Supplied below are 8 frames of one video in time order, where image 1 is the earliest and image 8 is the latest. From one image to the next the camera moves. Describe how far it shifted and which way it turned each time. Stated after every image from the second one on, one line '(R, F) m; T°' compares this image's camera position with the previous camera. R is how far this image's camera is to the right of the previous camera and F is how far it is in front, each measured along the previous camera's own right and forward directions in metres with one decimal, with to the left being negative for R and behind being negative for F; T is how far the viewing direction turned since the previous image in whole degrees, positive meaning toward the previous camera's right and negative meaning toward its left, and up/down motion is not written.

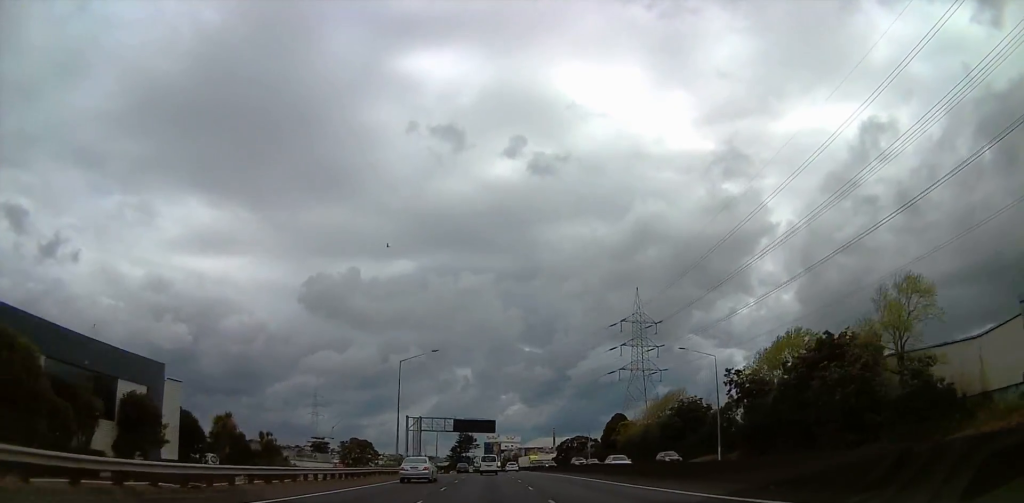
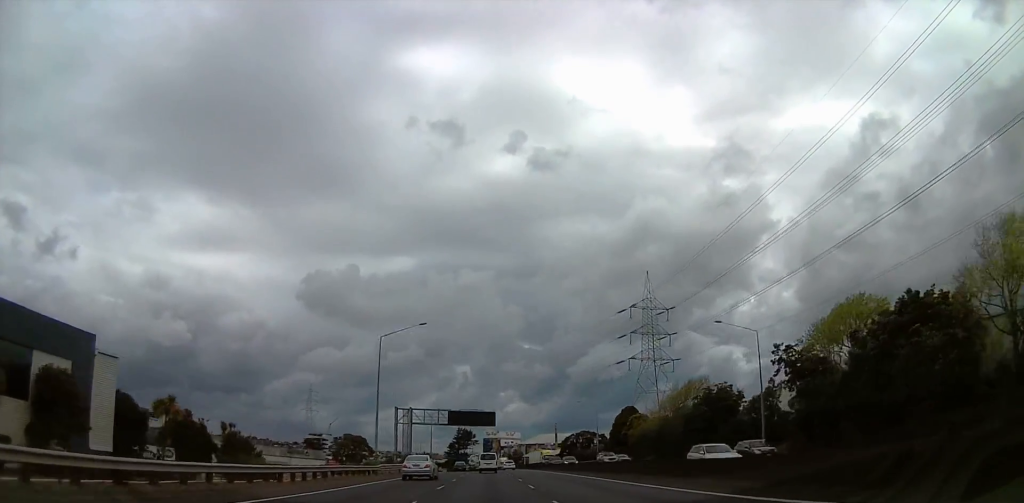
(-0.1, +12.1) m; -1°
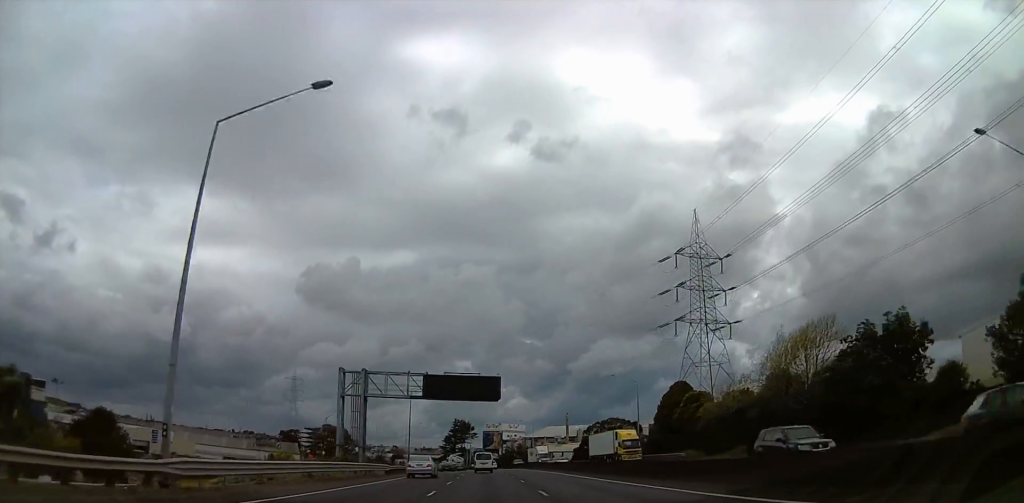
(+1.2, +34.8) m; +3°
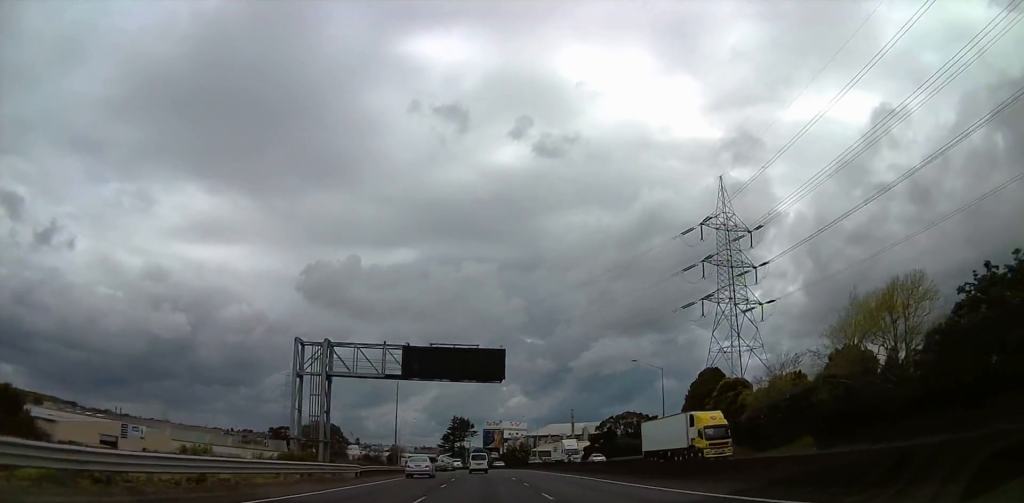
(+0.4, +13.6) m; 0°
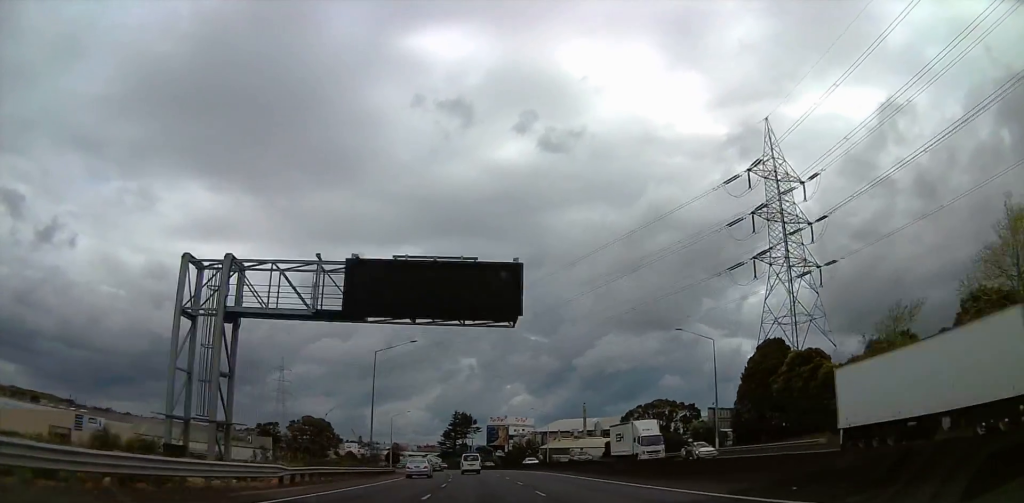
(-0.8, +17.9) m; -2°
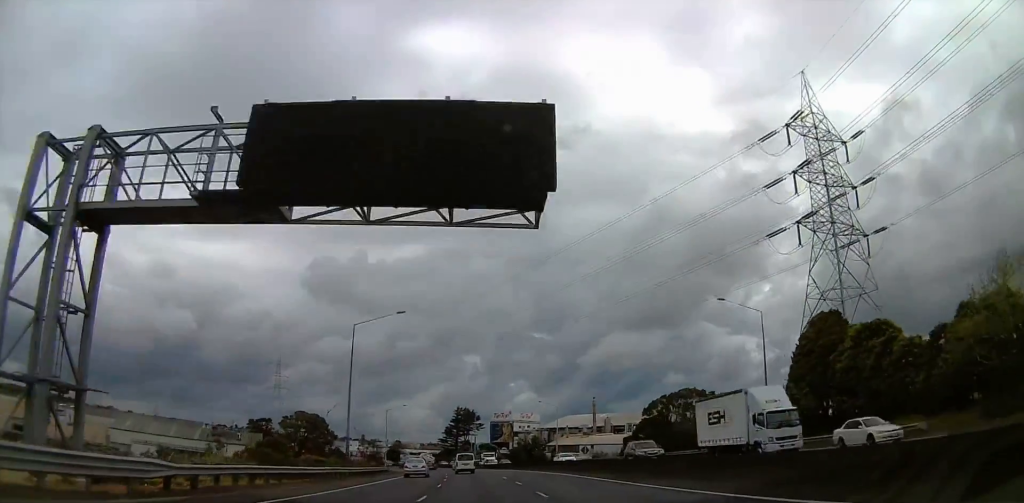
(0.0, +11.5) m; -1°
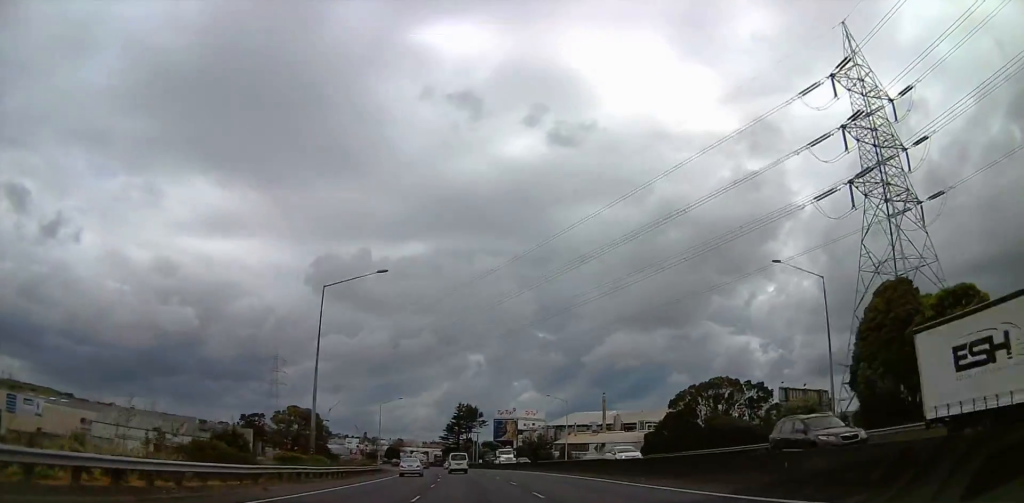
(+0.1, +10.6) m; -1°
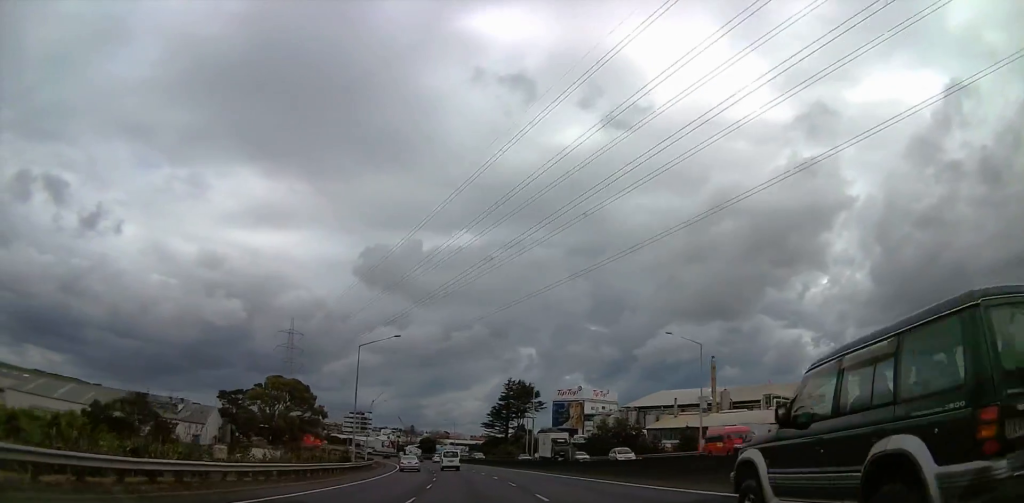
(-0.6, +50.9) m; -1°
